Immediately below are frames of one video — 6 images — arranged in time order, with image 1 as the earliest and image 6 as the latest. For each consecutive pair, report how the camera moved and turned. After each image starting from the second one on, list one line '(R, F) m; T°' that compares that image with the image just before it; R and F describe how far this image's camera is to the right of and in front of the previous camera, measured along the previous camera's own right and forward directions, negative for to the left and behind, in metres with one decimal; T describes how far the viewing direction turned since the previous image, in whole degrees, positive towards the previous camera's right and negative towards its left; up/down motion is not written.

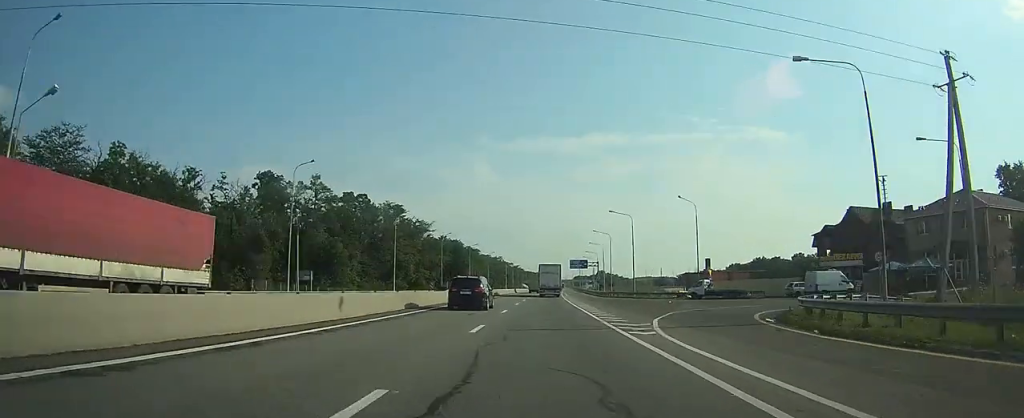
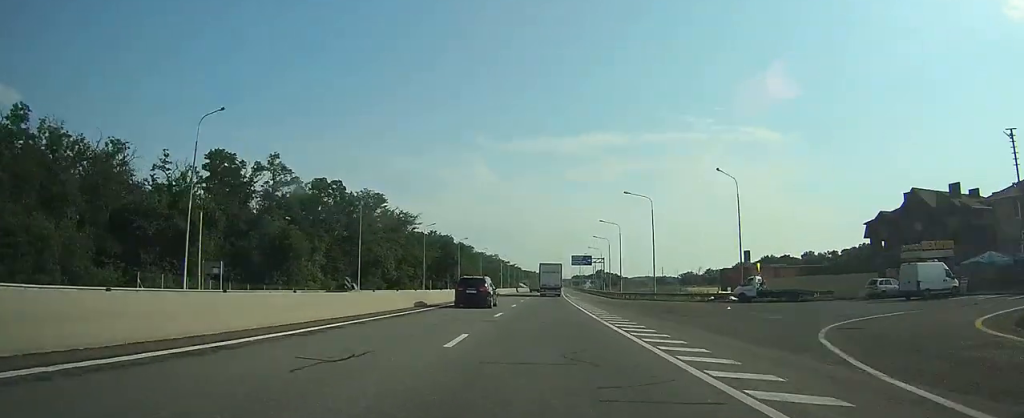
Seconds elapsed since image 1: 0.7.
(0.0, +16.0) m; 0°
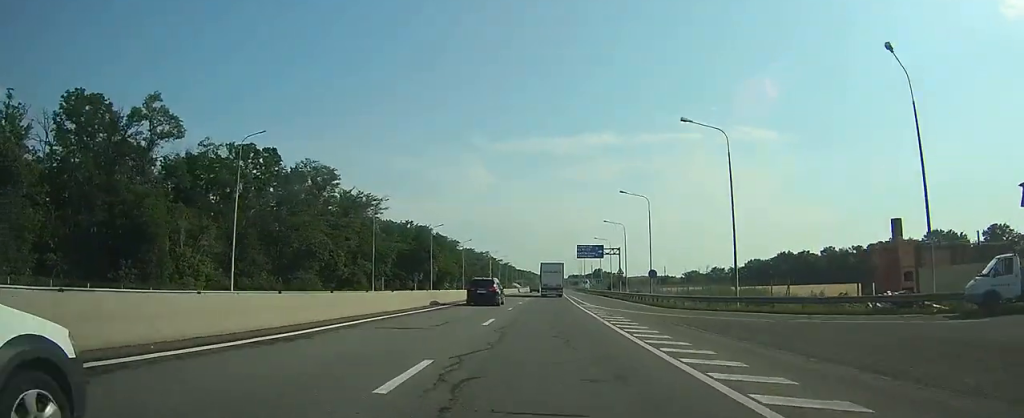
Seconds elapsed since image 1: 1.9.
(+0.1, +28.8) m; 0°
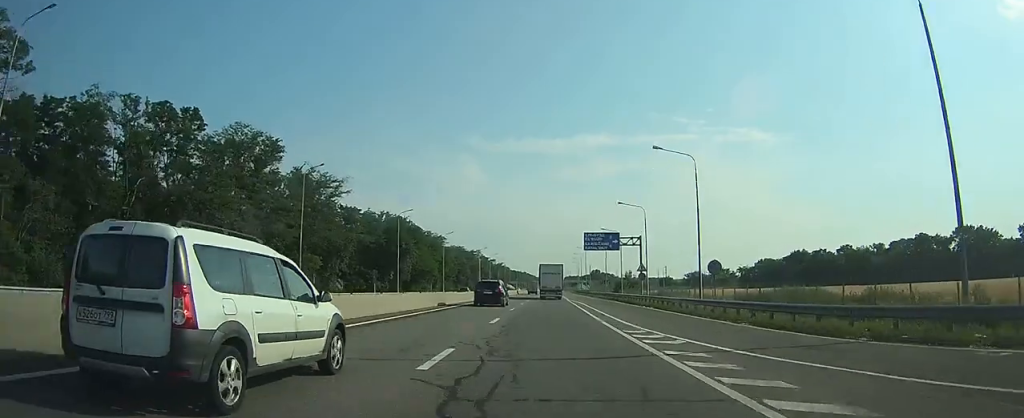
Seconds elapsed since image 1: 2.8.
(+0.1, +21.7) m; 0°
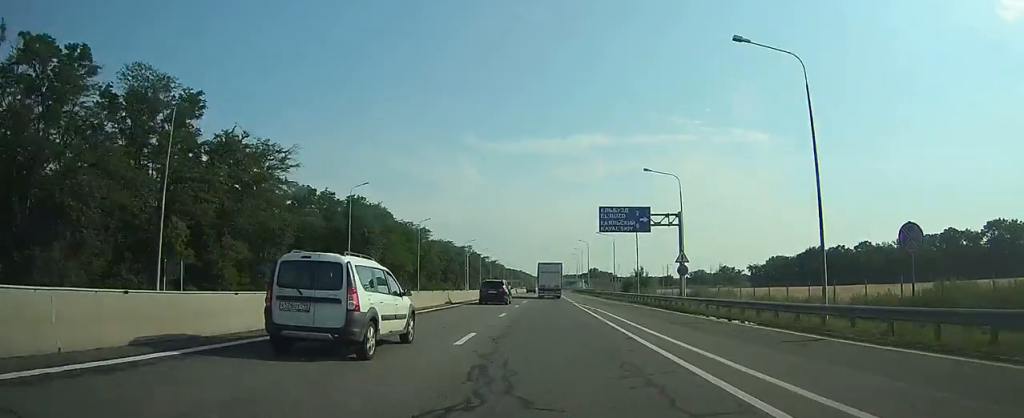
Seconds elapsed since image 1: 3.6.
(0.0, +20.2) m; 0°
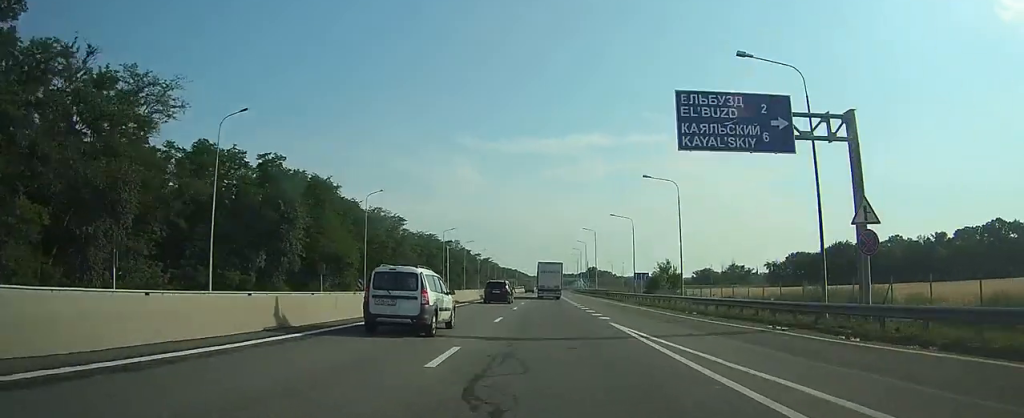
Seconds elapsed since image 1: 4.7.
(+0.1, +26.9) m; +1°
